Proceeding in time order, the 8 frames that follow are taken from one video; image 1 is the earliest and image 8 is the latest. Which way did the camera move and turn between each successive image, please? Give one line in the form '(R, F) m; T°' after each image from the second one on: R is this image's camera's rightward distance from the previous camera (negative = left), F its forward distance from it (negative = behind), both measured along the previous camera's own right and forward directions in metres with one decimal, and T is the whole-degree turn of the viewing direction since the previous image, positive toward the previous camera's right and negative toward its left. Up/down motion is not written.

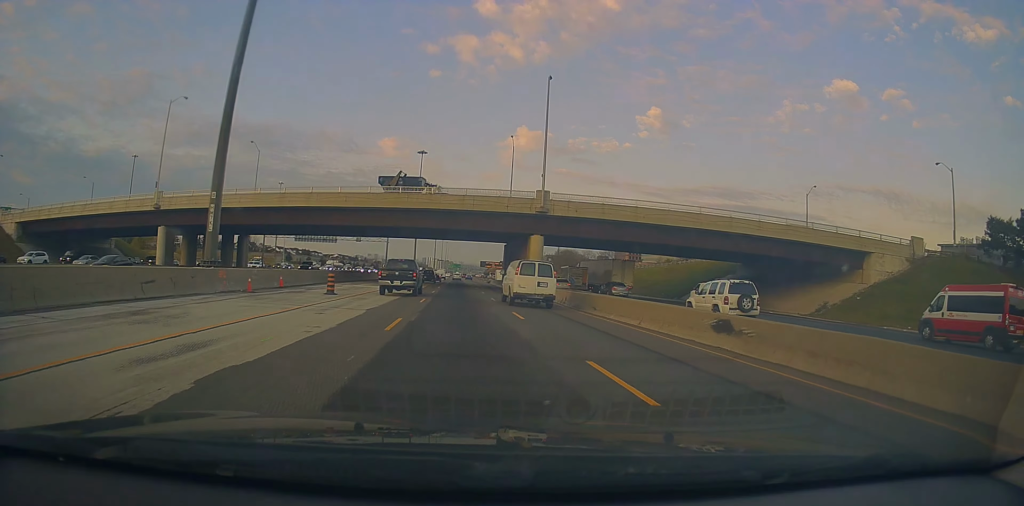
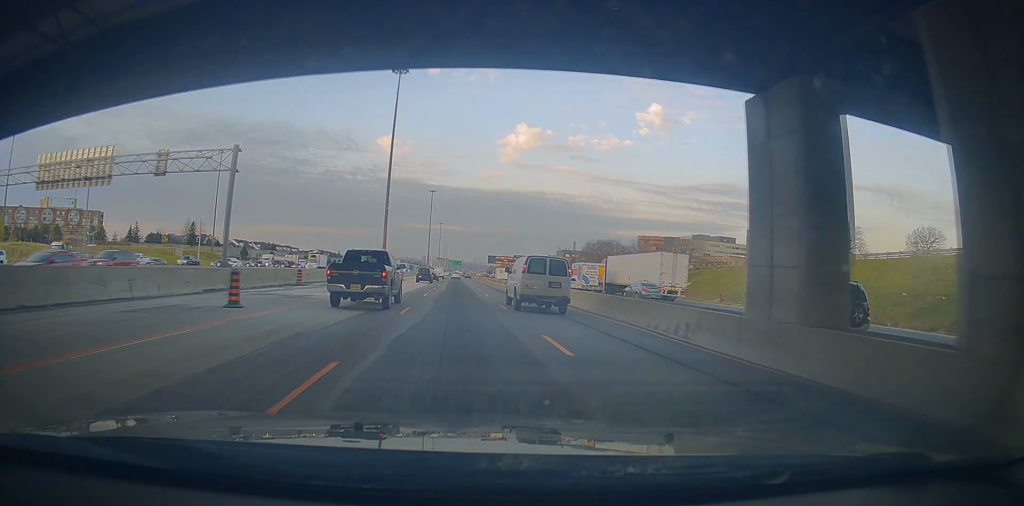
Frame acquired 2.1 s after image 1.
(+0.5, +67.3) m; +1°
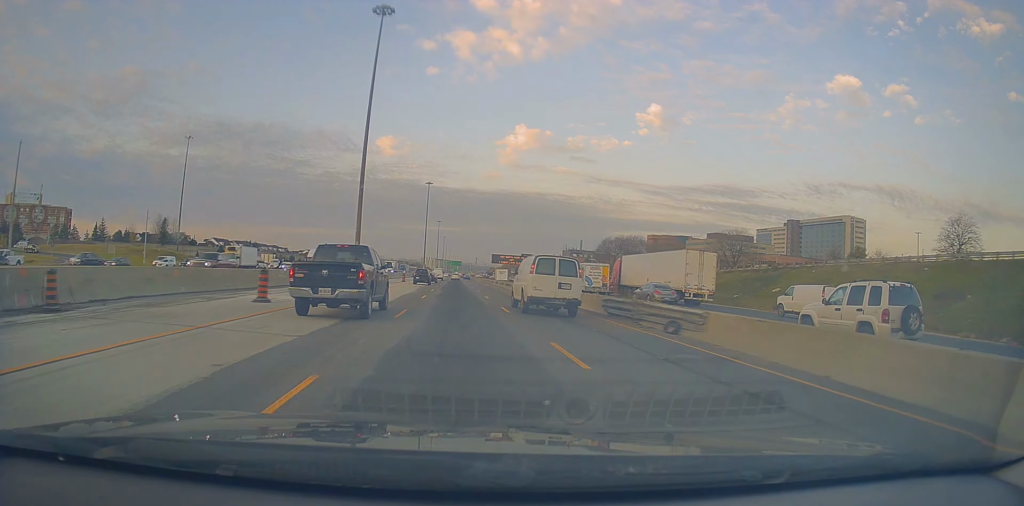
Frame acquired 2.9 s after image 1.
(0.0, +24.9) m; 0°
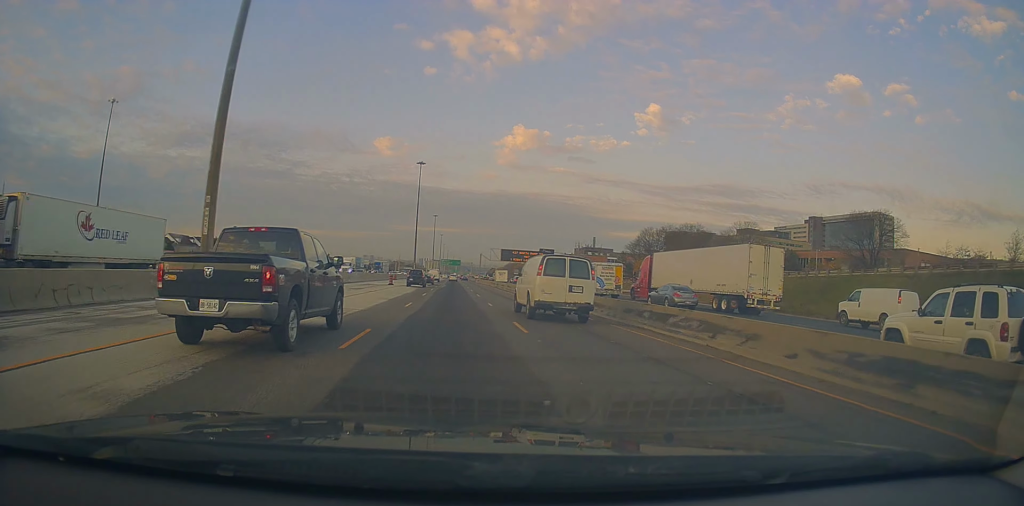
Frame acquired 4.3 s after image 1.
(-0.1, +42.3) m; 0°
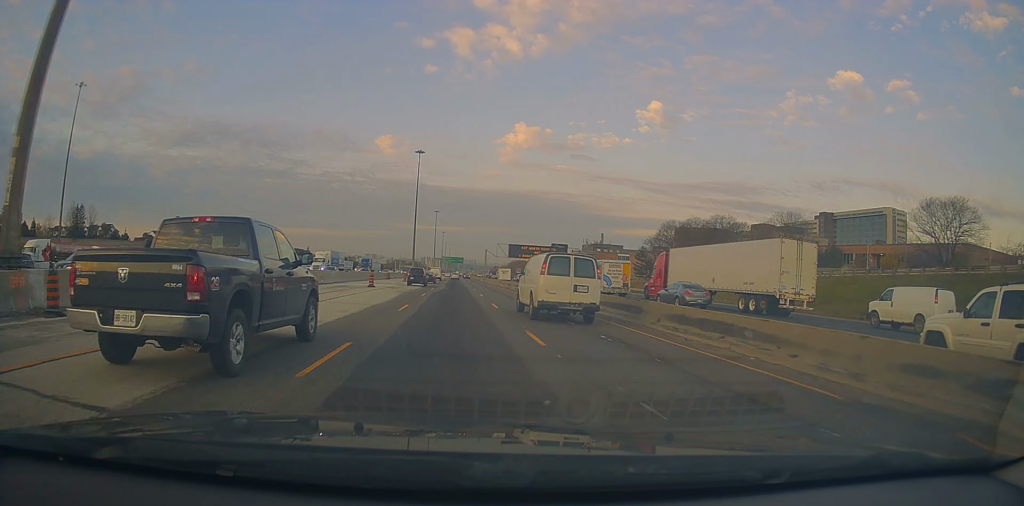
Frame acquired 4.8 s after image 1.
(-0.1, +14.5) m; 0°
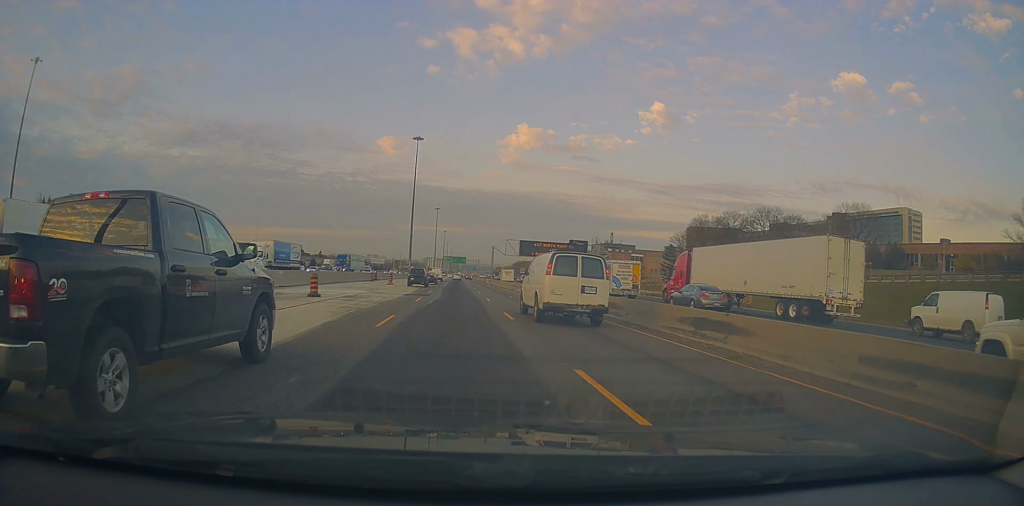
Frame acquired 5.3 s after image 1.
(+0.1, +17.7) m; 0°
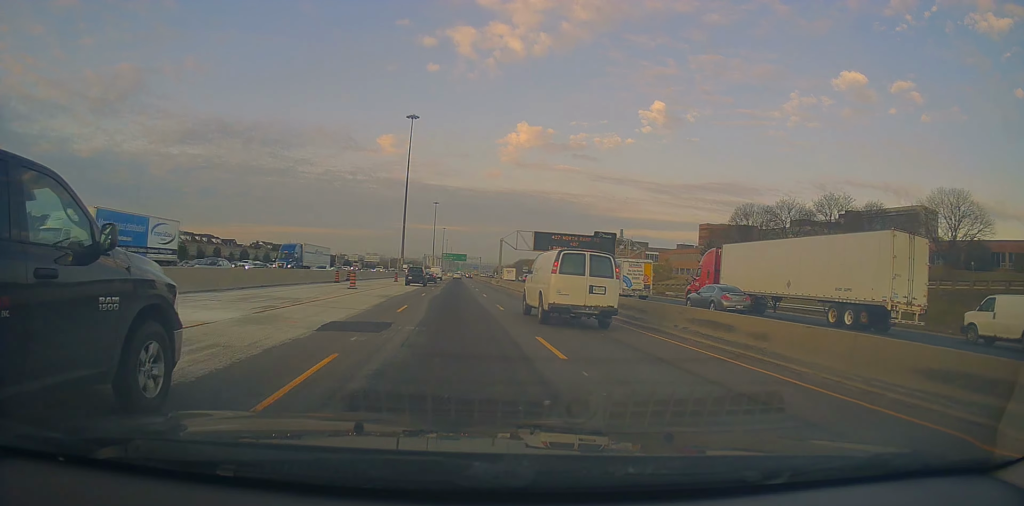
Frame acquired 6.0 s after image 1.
(0.0, +19.7) m; 0°
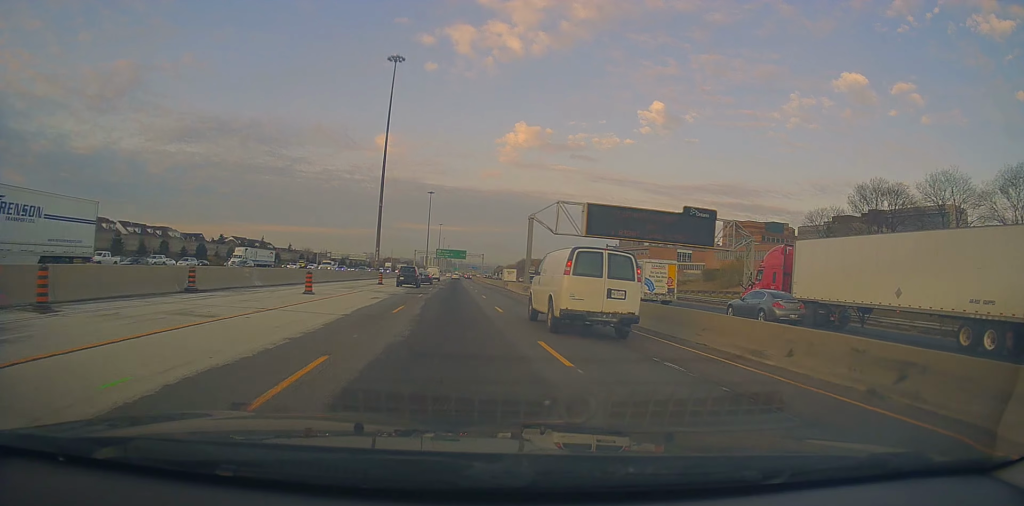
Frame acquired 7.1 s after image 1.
(-0.1, +36.2) m; 0°
